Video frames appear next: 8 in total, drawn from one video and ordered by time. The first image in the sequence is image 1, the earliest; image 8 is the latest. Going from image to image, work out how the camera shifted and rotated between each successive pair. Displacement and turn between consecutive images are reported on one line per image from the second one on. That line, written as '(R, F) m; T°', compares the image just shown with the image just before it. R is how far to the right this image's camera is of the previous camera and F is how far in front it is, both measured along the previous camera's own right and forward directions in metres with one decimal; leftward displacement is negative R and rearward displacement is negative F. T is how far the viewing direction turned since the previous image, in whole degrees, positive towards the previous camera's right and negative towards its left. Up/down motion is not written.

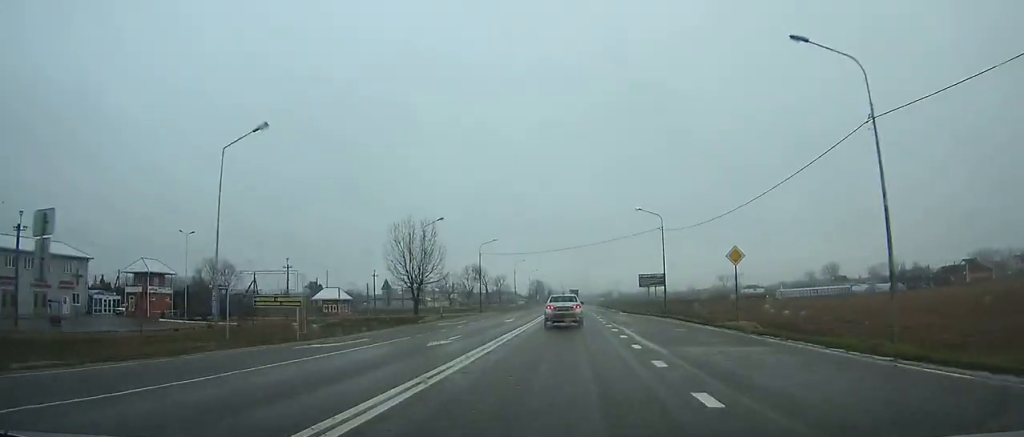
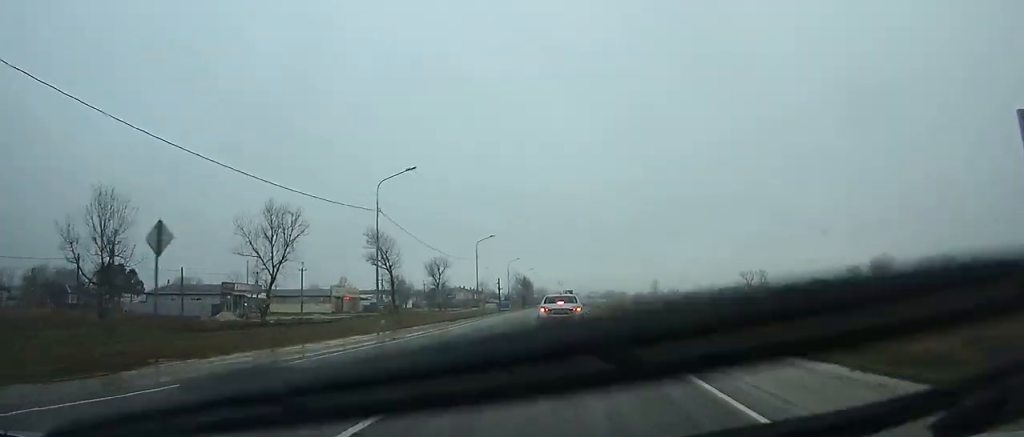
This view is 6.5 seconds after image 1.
(-0.1, +117.6) m; 0°
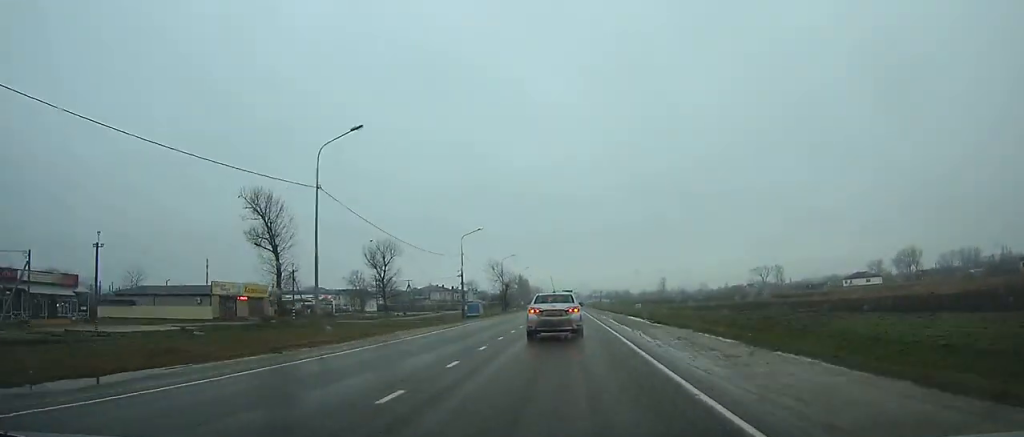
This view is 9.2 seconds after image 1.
(0.0, +44.9) m; 0°
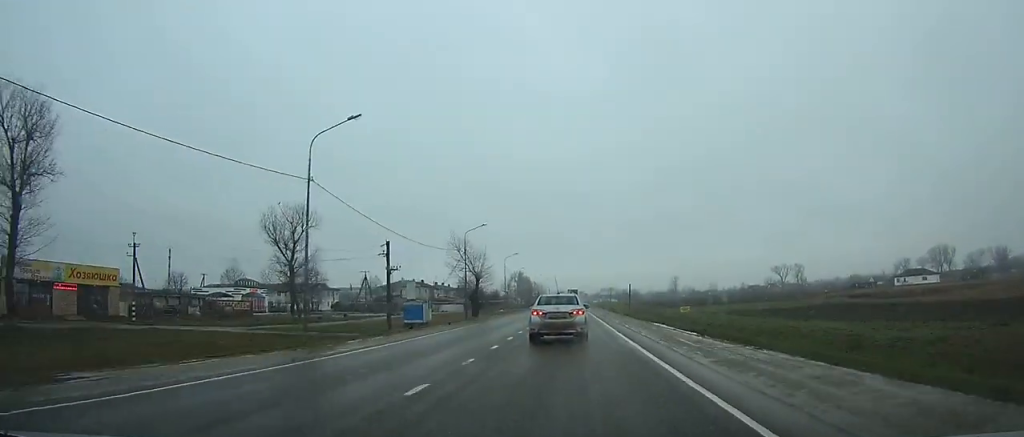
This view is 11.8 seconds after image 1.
(+0.2, +40.3) m; 0°
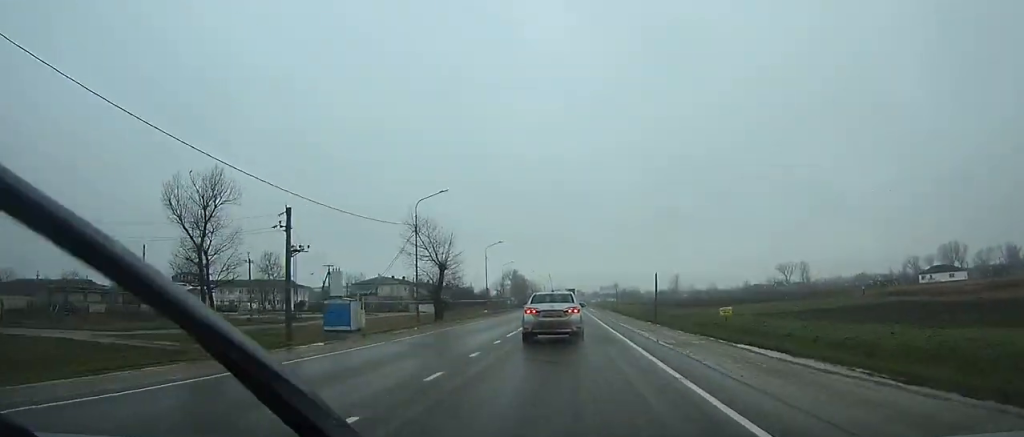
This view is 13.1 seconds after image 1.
(+0.1, +19.4) m; 0°
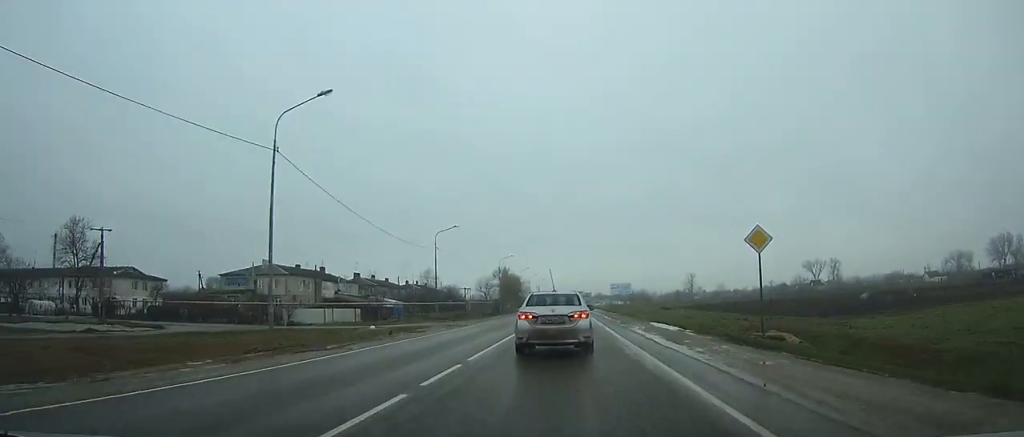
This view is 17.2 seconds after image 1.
(-0.1, +57.1) m; 0°
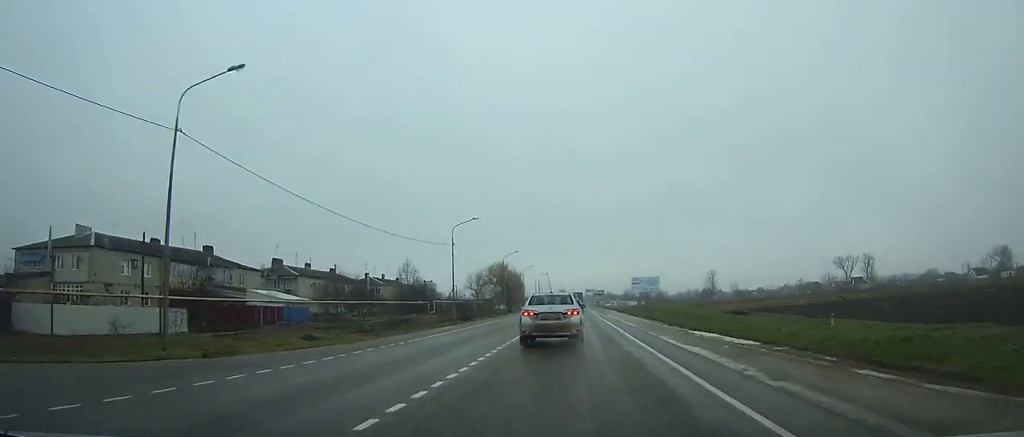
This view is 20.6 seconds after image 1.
(0.0, +45.7) m; 0°
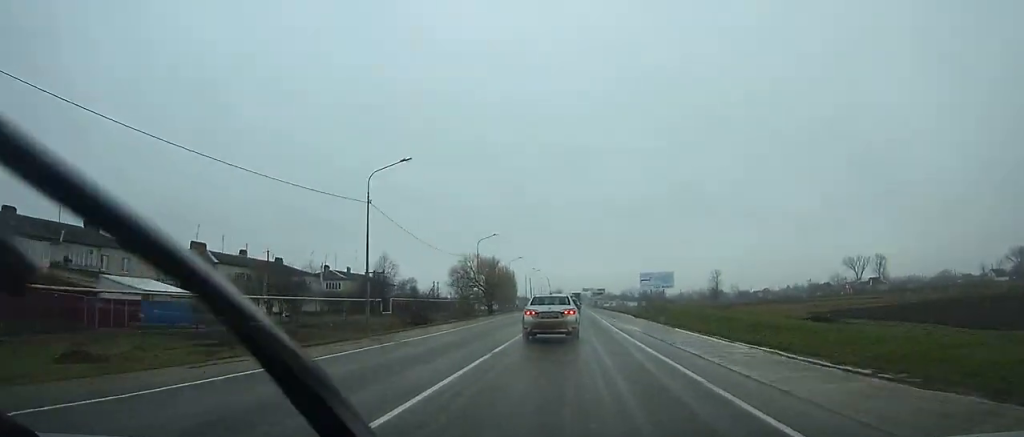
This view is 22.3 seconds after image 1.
(0.0, +23.0) m; 0°
